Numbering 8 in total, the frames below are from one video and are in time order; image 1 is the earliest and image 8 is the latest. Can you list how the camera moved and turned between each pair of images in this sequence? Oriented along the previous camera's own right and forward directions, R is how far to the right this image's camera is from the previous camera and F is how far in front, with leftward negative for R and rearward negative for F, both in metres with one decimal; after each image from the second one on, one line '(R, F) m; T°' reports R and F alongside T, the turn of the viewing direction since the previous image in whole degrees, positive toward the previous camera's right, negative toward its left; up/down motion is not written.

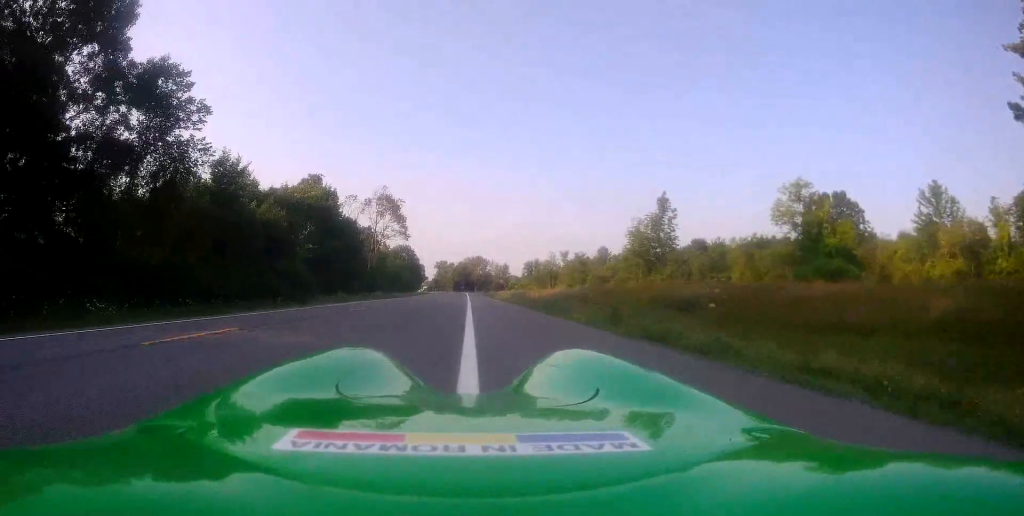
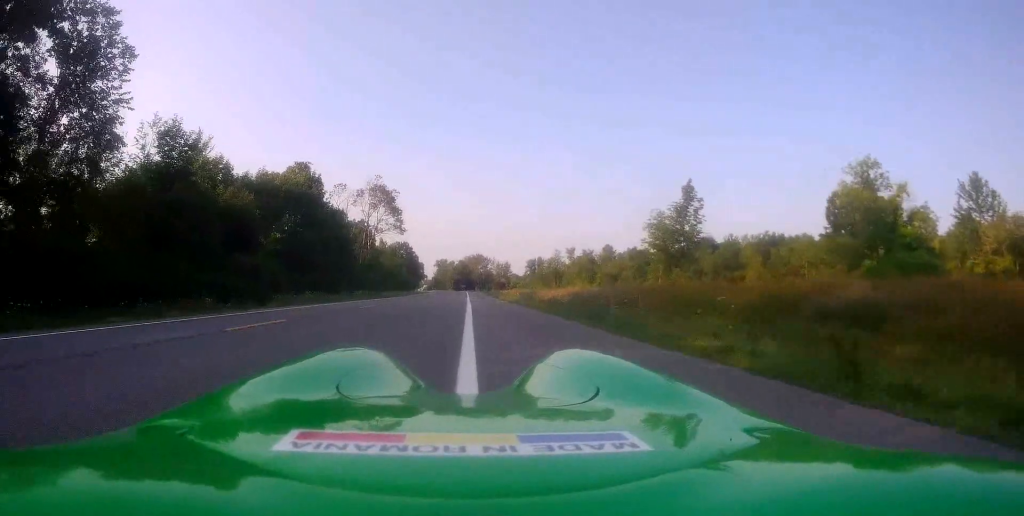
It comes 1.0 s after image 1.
(-0.4, +9.6) m; -3°
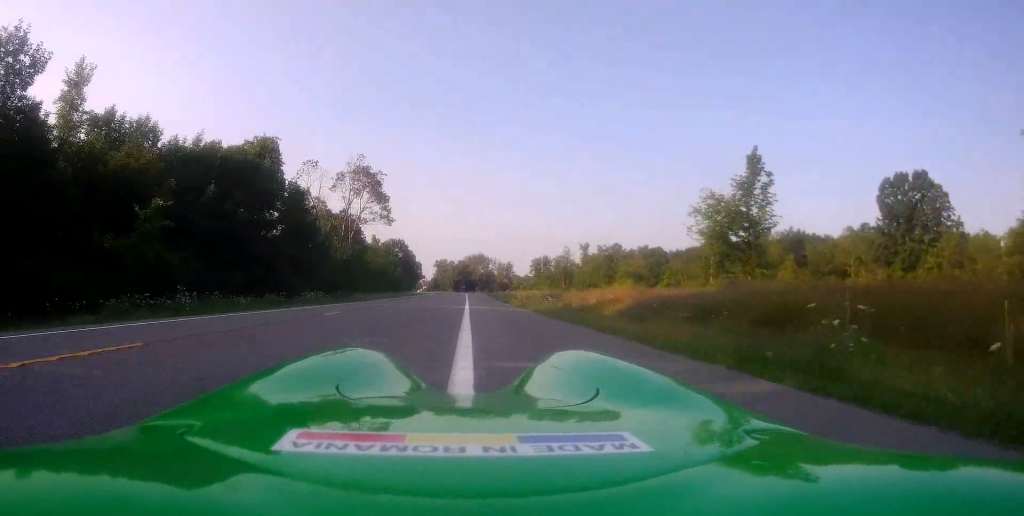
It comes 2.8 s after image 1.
(+0.7, +18.1) m; +5°
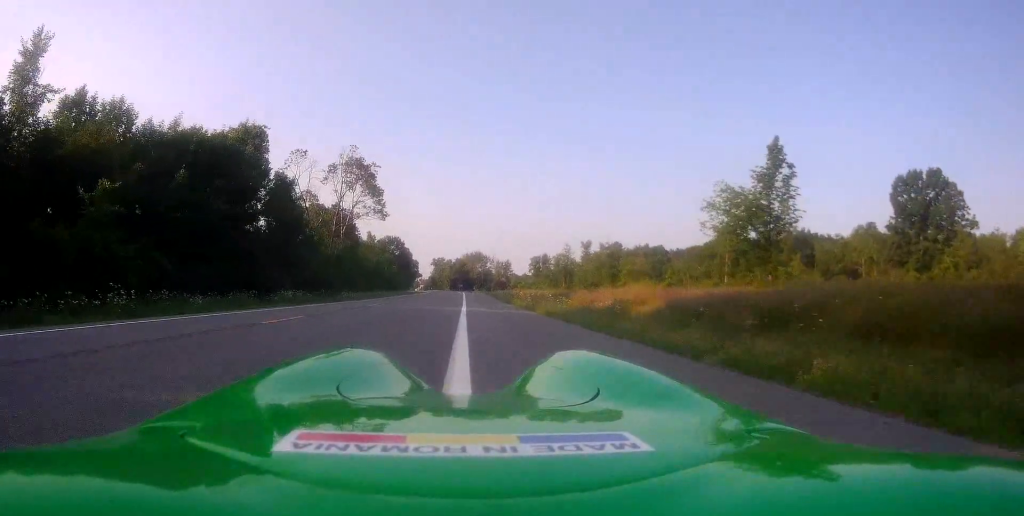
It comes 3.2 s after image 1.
(-0.2, +4.4) m; -2°
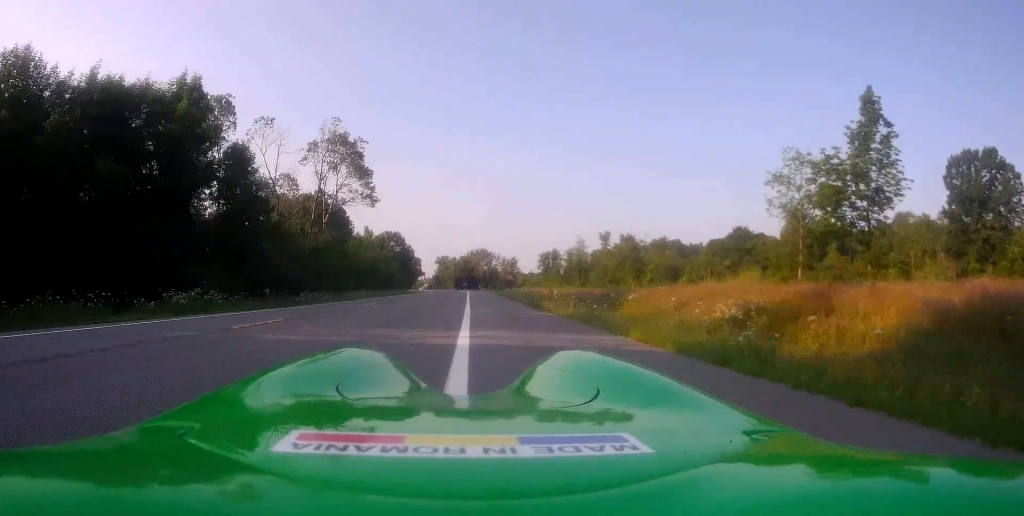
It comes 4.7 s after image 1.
(-0.8, +14.1) m; -1°
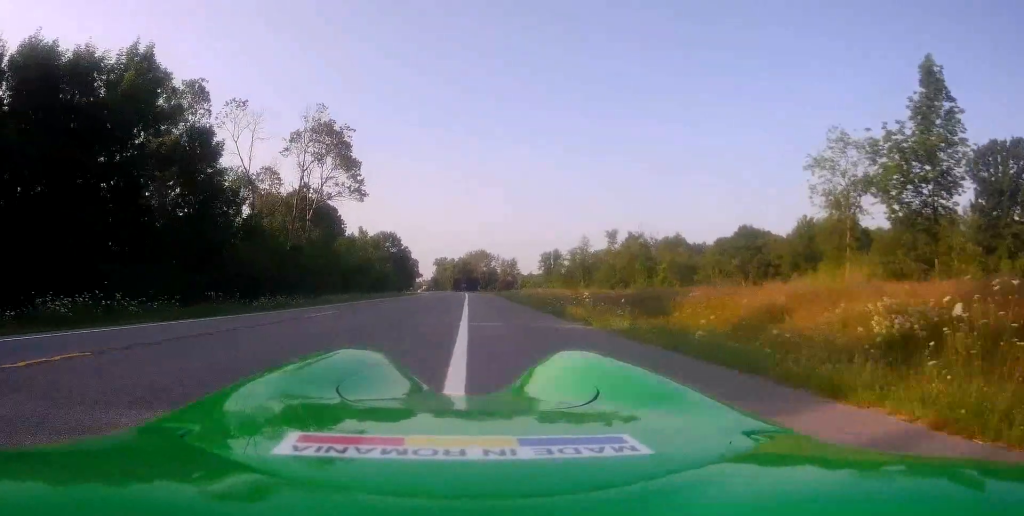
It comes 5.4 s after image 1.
(+0.4, +7.0) m; 0°
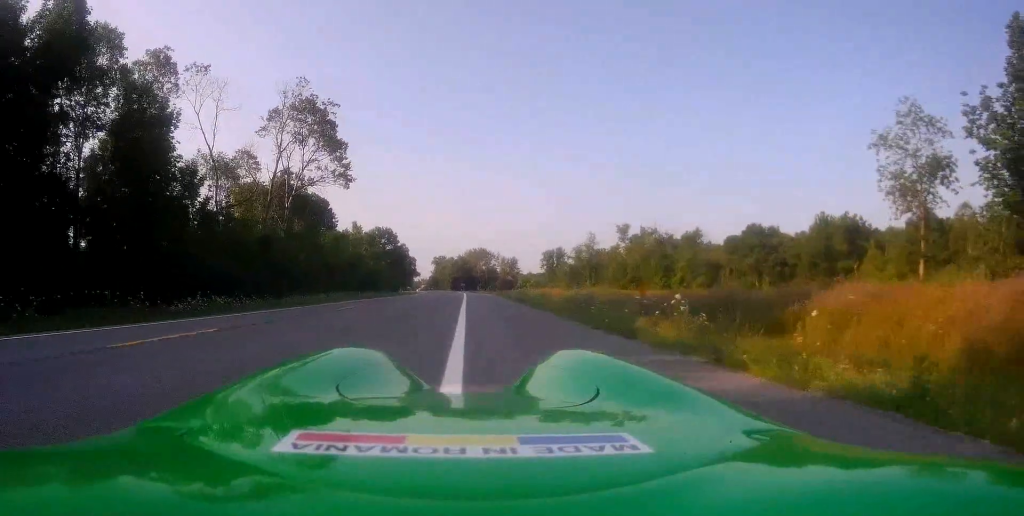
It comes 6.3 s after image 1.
(-0.1, +8.6) m; -1°
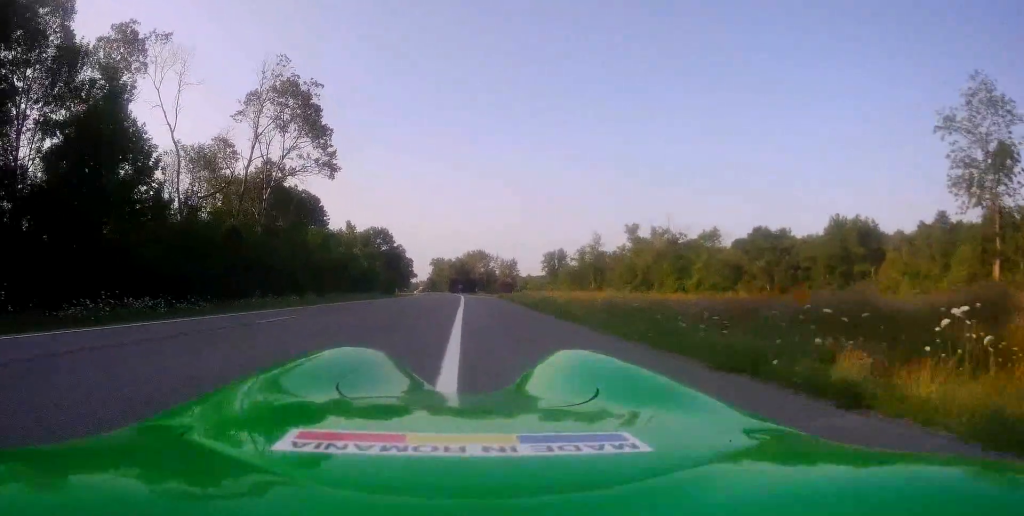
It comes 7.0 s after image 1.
(-0.3, +6.9) m; -1°
